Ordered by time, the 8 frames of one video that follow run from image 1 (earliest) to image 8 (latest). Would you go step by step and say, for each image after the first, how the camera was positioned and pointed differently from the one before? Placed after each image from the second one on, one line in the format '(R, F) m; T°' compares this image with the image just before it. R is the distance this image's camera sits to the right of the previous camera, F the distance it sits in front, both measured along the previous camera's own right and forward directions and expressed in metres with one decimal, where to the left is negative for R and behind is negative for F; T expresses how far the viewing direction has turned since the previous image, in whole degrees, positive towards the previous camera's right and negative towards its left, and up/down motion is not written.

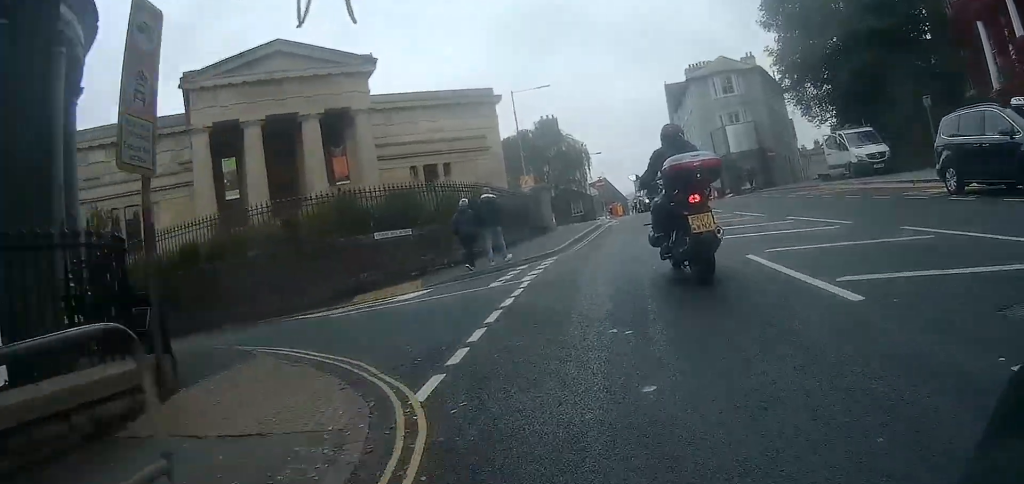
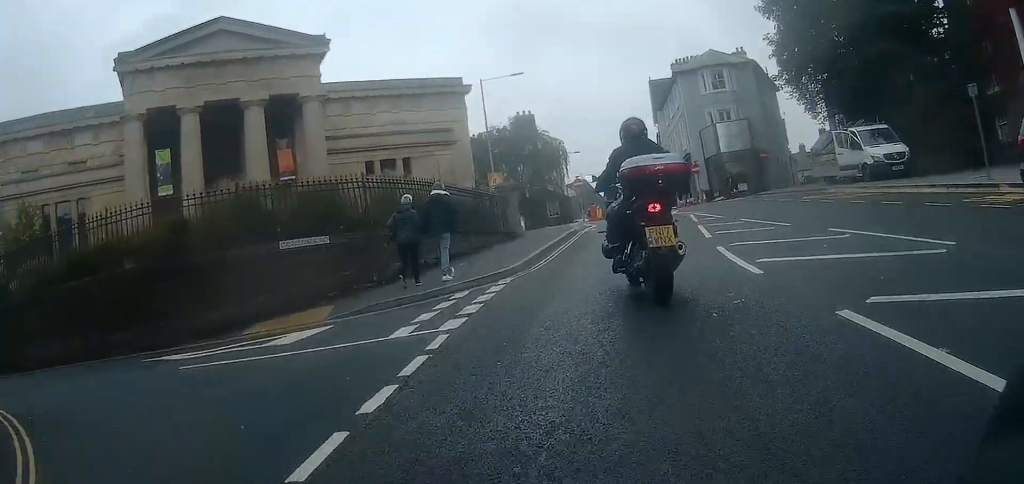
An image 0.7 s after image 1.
(0.0, +3.6) m; +3°
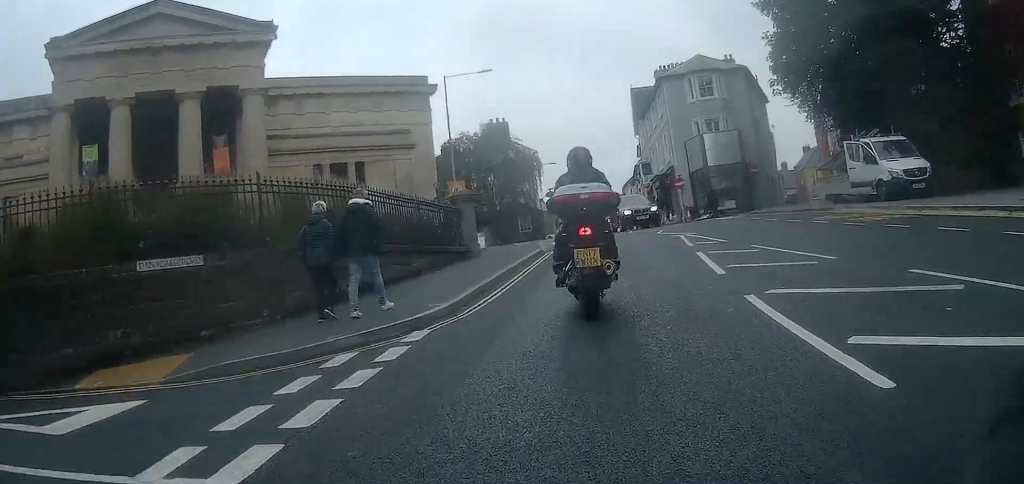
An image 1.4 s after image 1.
(0.0, +3.4) m; +8°
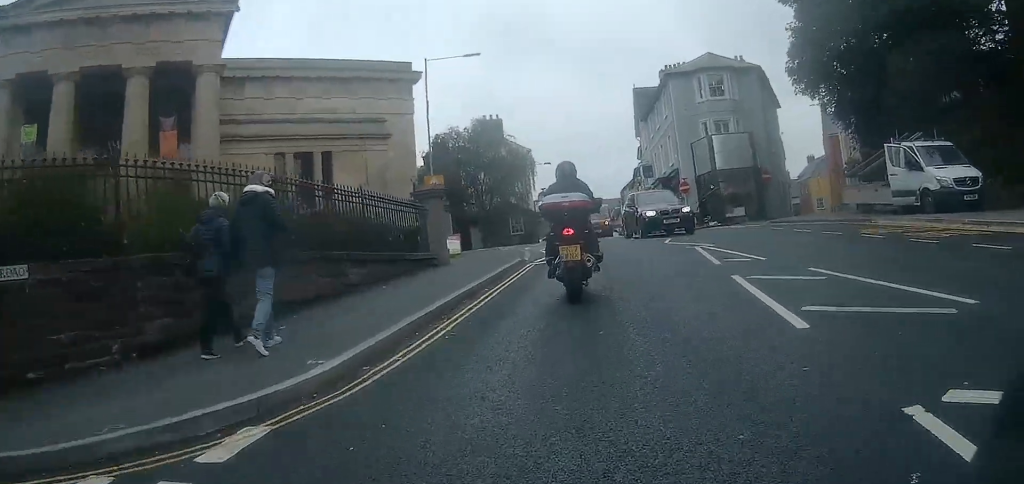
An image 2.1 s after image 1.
(+0.4, +3.5) m; -1°
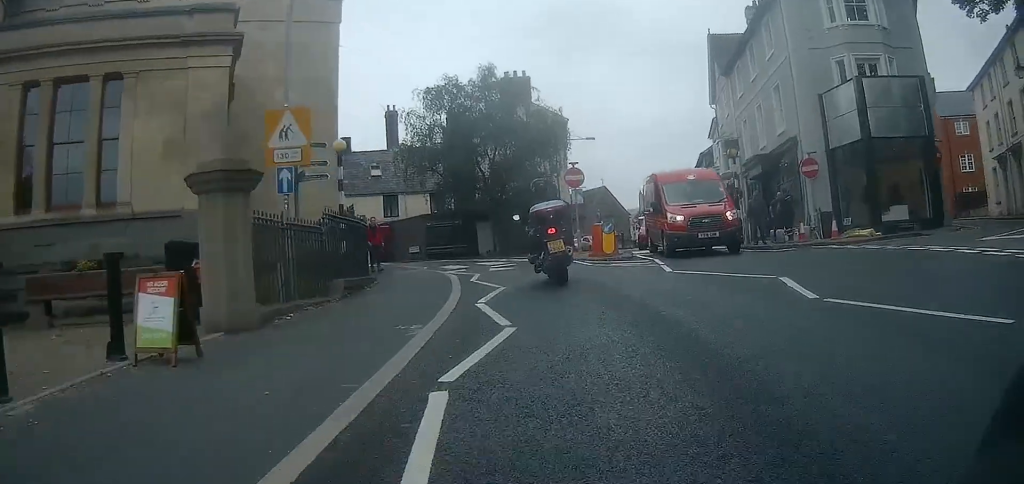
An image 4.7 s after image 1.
(-2.1, +14.9) m; -13°
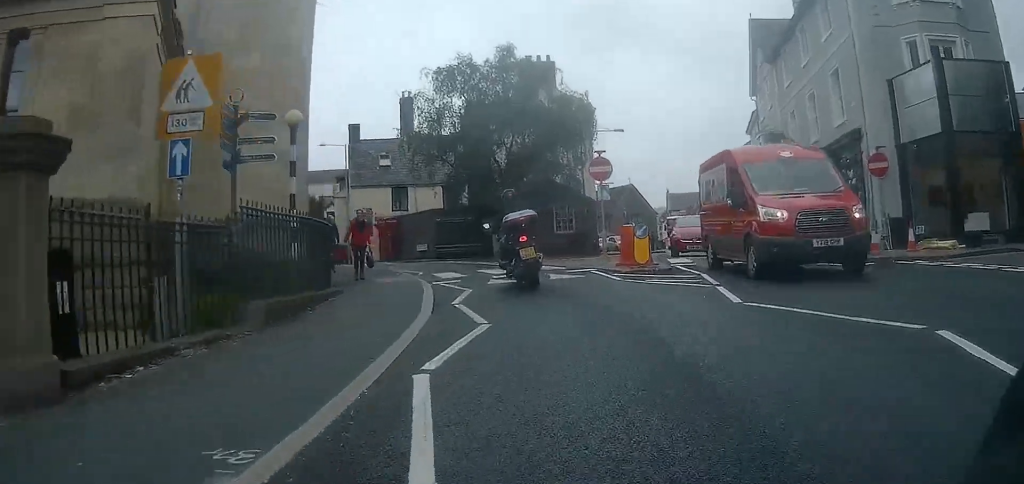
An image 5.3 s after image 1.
(-0.1, +4.0) m; -4°
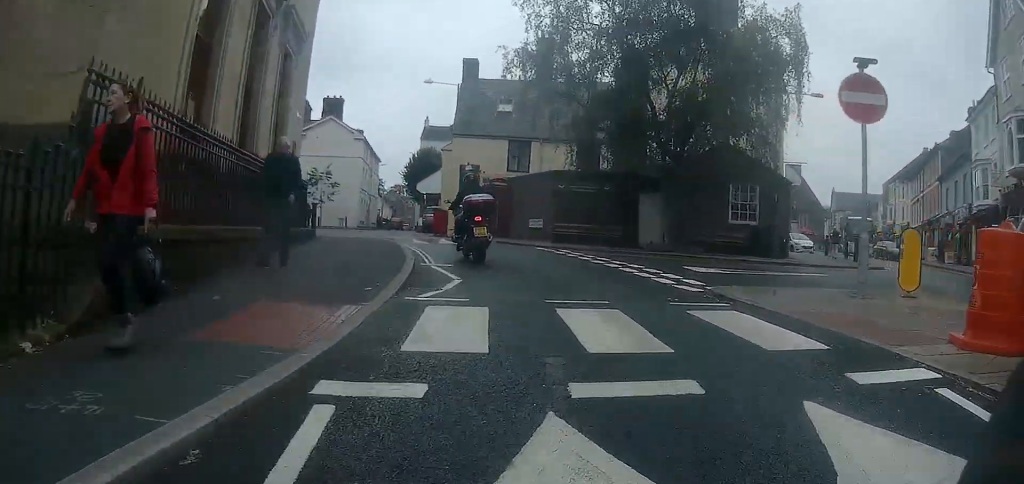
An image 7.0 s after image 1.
(-1.0, +11.0) m; -16°
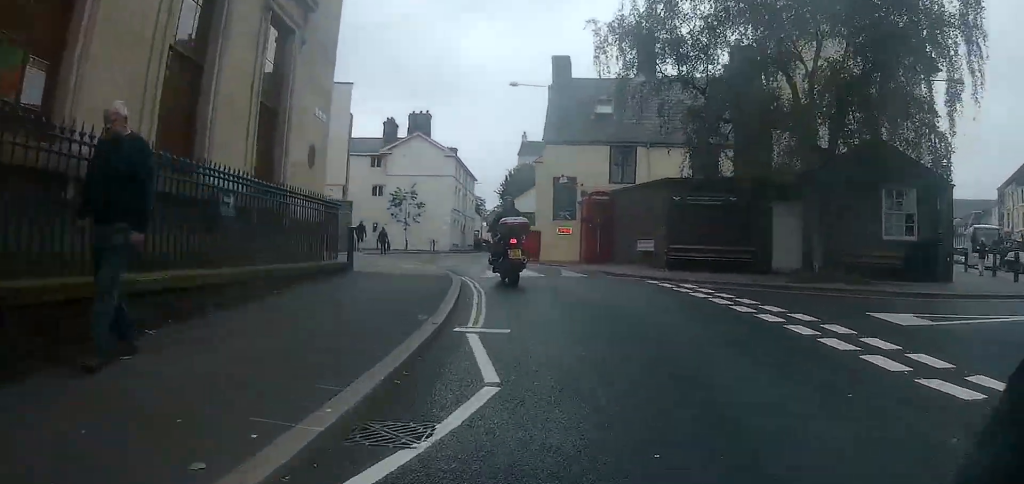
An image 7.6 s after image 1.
(-0.1, +4.5) m; -11°
